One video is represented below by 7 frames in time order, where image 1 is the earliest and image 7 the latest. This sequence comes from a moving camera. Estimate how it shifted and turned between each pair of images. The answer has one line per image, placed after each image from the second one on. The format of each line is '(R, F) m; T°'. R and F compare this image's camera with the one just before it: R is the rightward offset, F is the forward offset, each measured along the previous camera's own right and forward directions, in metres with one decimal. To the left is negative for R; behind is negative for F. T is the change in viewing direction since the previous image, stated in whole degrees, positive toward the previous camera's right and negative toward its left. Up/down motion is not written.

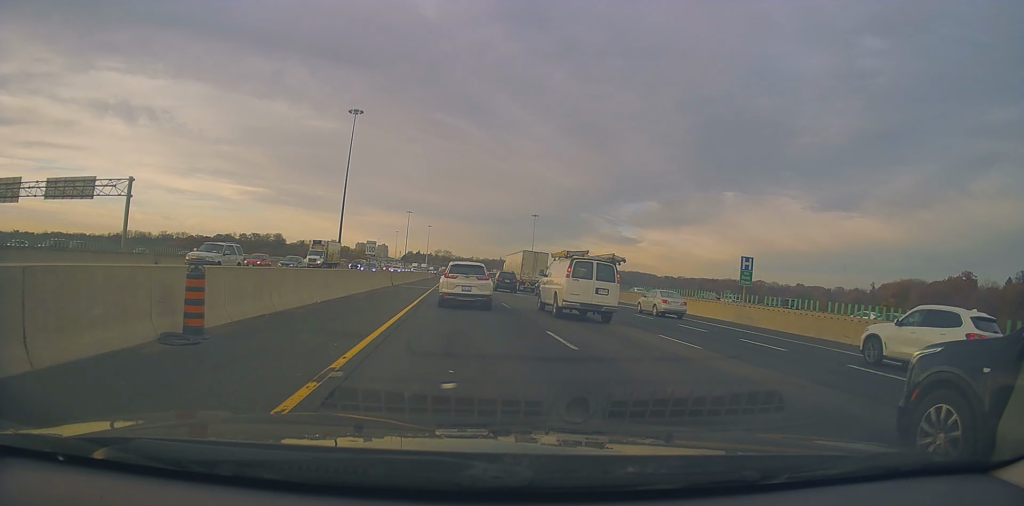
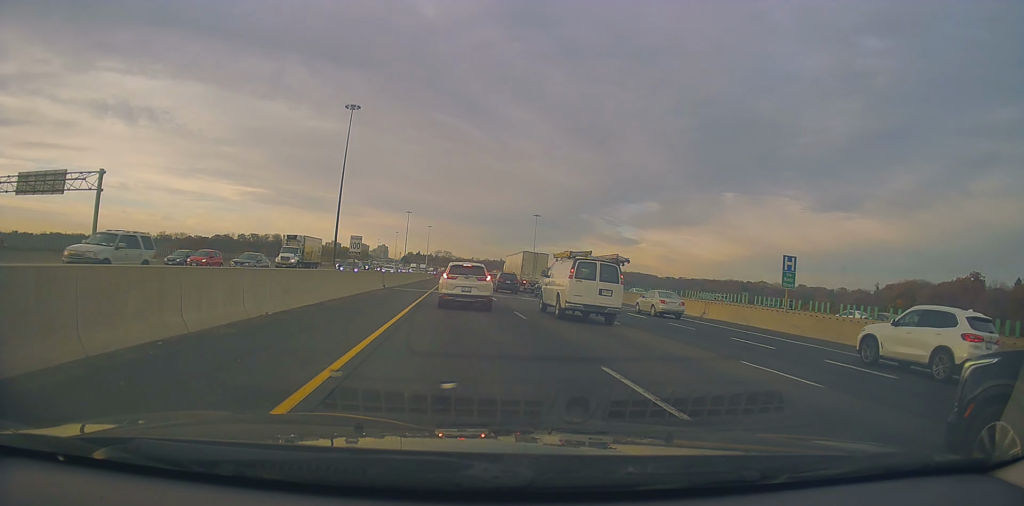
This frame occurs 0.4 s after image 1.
(+0.1, +5.2) m; 0°
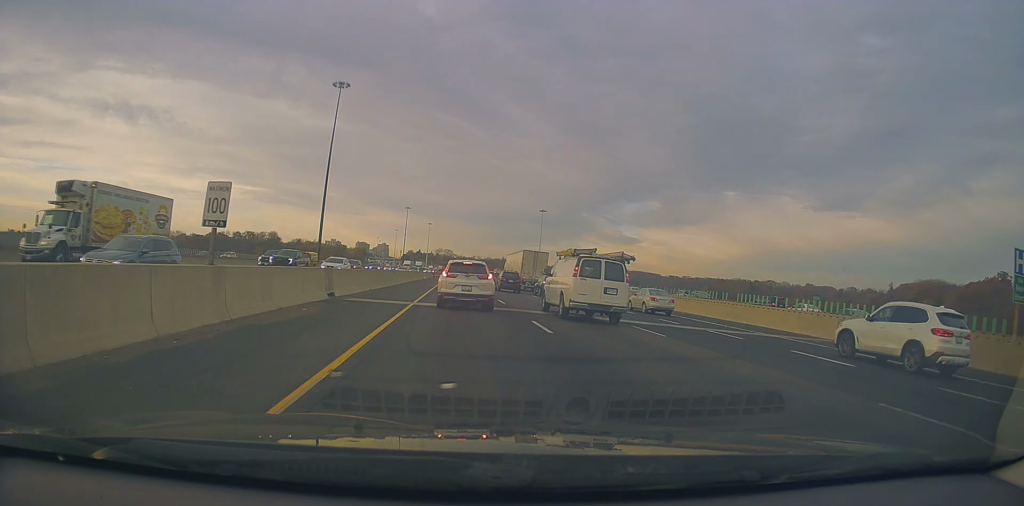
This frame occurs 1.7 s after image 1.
(-0.4, +16.4) m; -3°
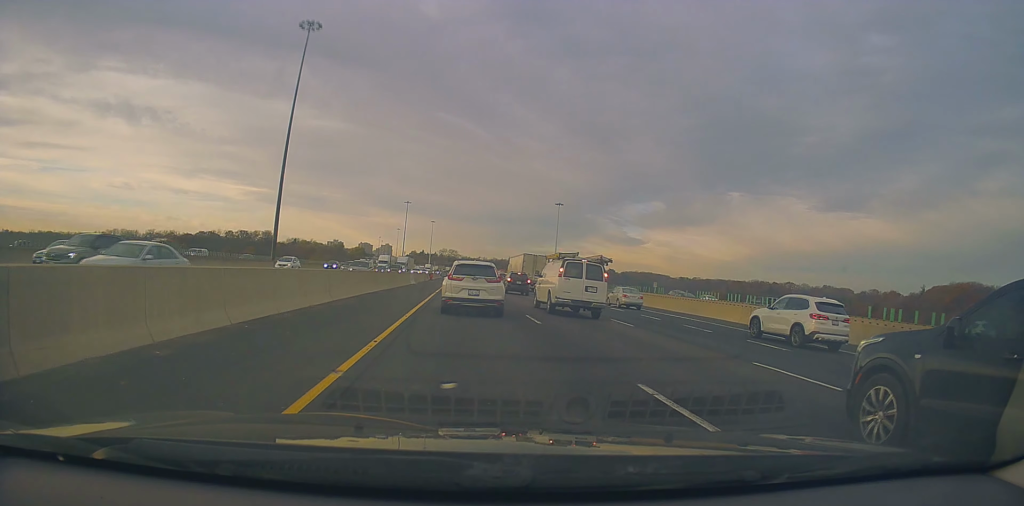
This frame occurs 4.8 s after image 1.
(-0.1, +34.2) m; -2°
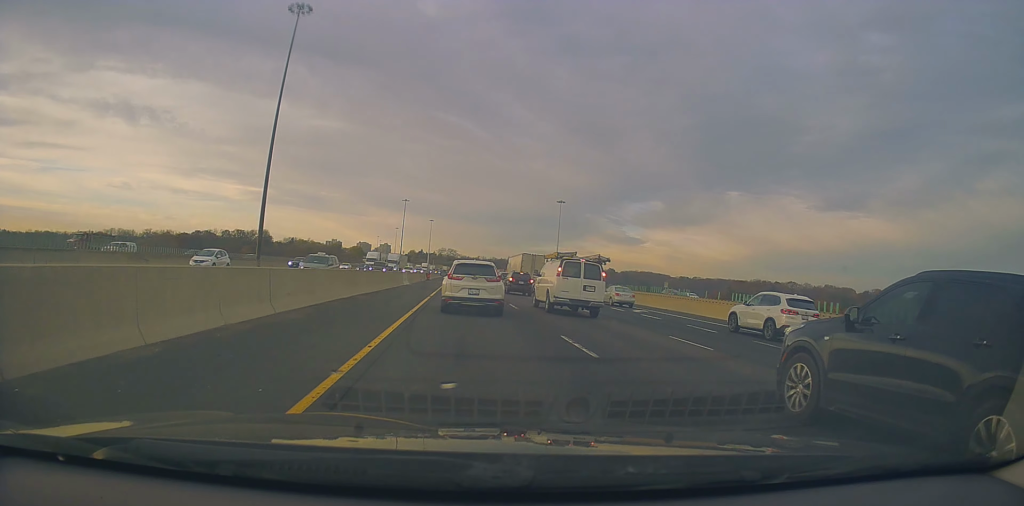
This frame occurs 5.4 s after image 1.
(-0.1, +6.6) m; +1°
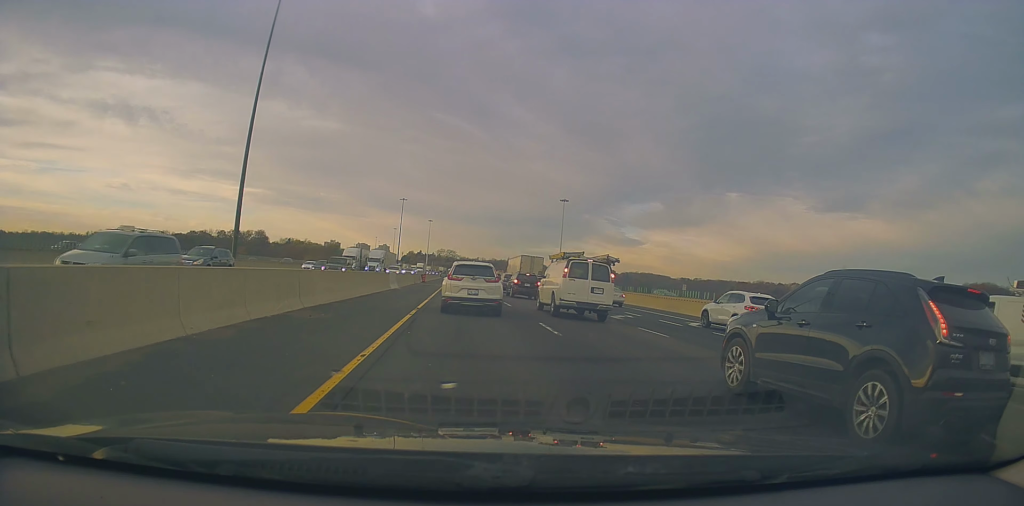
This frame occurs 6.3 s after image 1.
(+0.2, +8.7) m; 0°
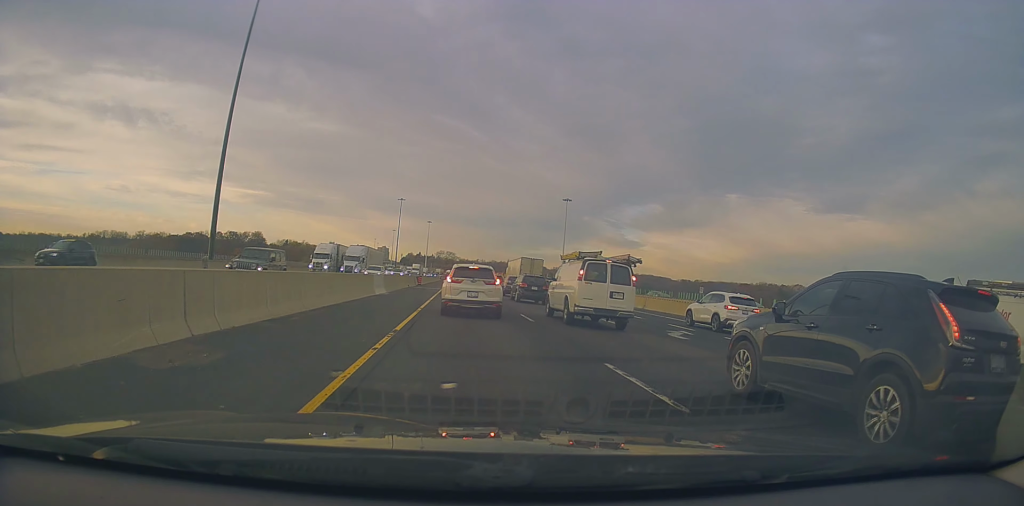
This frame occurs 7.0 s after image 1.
(-0.1, +7.0) m; +1°
